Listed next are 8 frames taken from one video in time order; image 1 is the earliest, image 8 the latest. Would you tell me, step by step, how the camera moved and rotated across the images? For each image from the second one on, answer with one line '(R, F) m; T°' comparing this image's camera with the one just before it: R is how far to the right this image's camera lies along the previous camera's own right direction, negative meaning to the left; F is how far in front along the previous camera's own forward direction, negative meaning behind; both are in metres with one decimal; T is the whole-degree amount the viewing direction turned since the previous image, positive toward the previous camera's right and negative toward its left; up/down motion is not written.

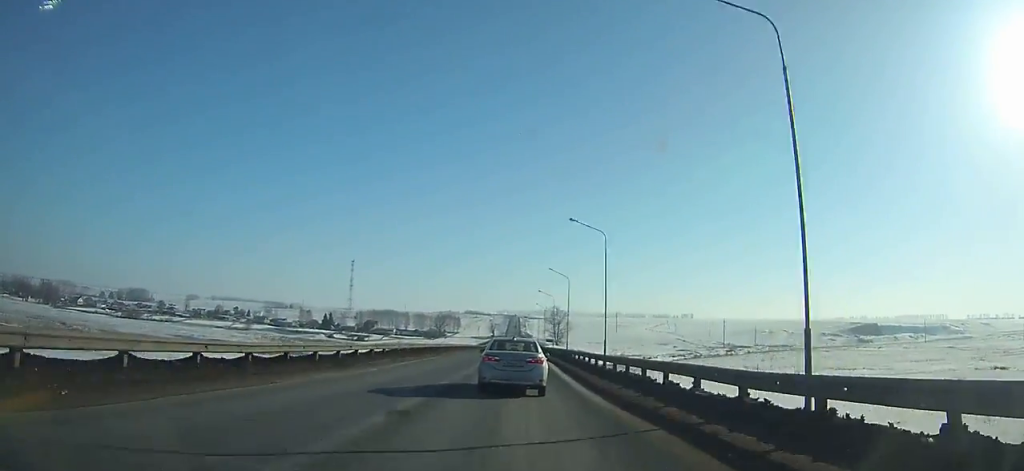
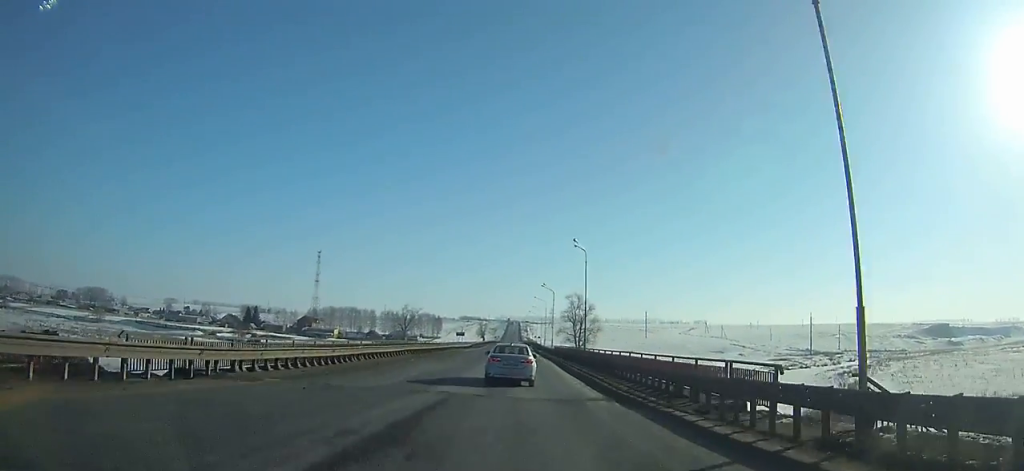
(-0.8, +130.2) m; -1°
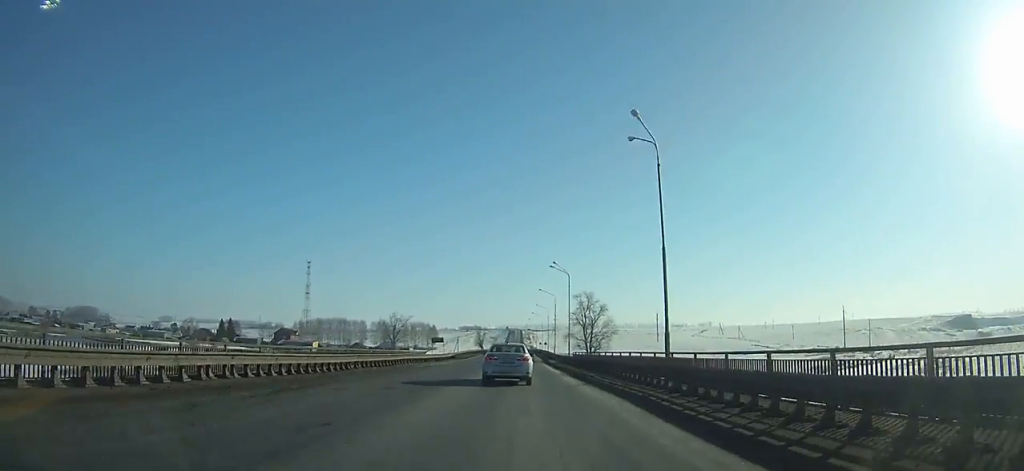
(-0.2, +30.1) m; 0°
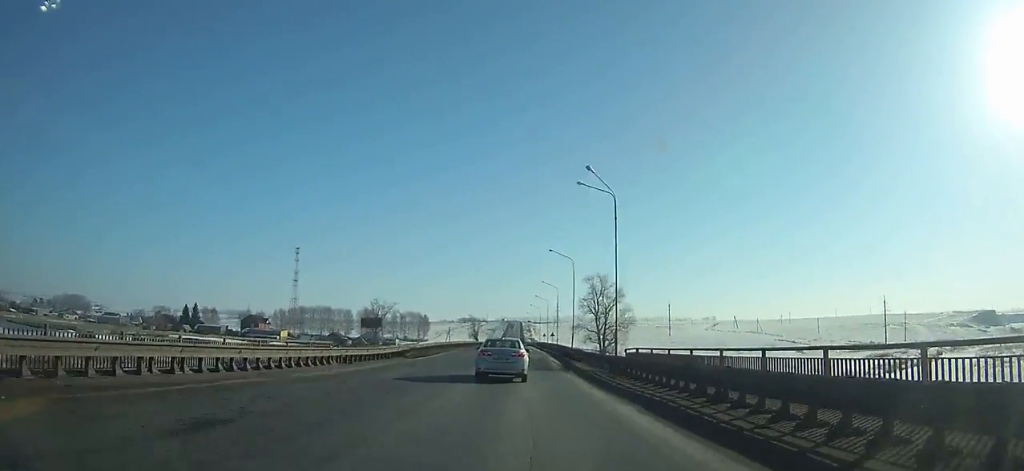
(0.0, +32.3) m; 0°
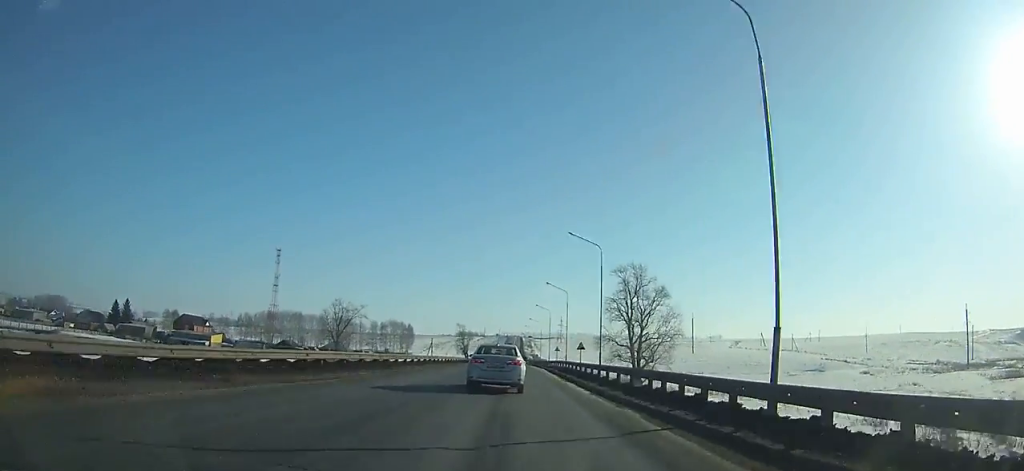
(0.0, +48.1) m; 0°
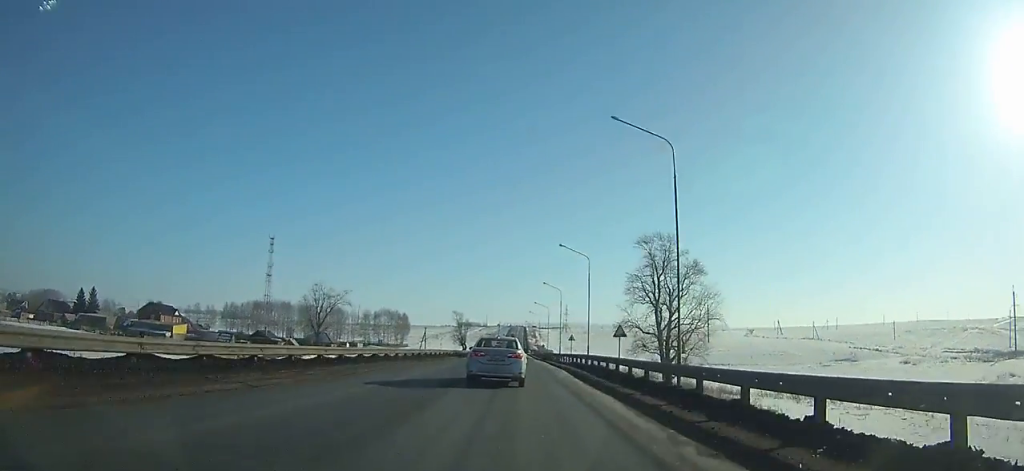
(0.0, +20.7) m; 0°
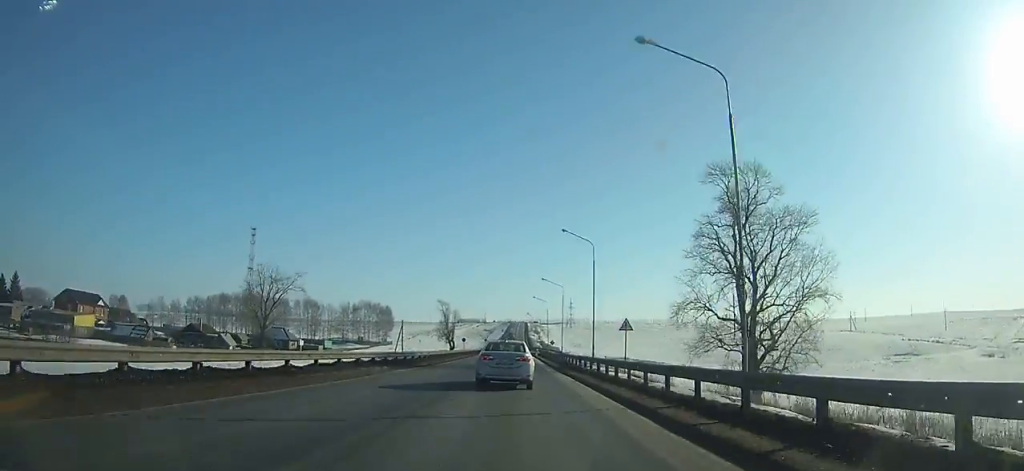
(0.0, +36.4) m; 0°
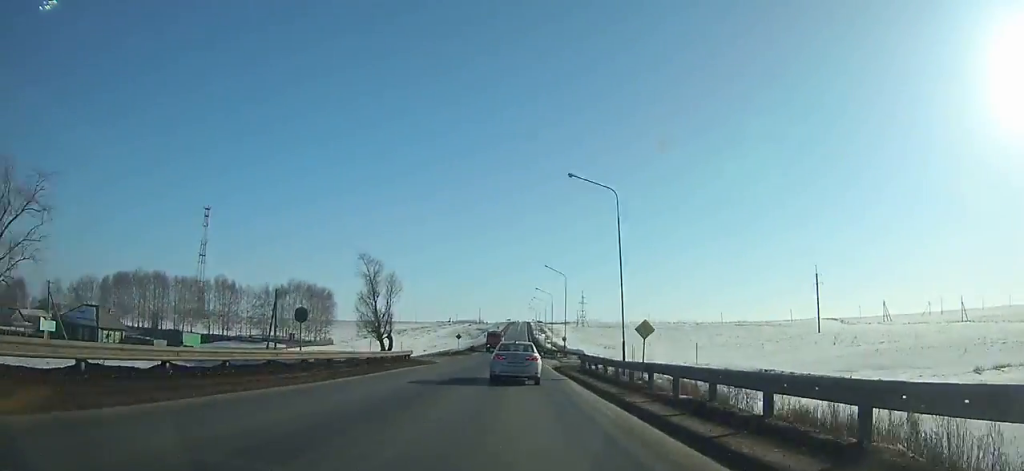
(+0.2, +76.3) m; 0°
